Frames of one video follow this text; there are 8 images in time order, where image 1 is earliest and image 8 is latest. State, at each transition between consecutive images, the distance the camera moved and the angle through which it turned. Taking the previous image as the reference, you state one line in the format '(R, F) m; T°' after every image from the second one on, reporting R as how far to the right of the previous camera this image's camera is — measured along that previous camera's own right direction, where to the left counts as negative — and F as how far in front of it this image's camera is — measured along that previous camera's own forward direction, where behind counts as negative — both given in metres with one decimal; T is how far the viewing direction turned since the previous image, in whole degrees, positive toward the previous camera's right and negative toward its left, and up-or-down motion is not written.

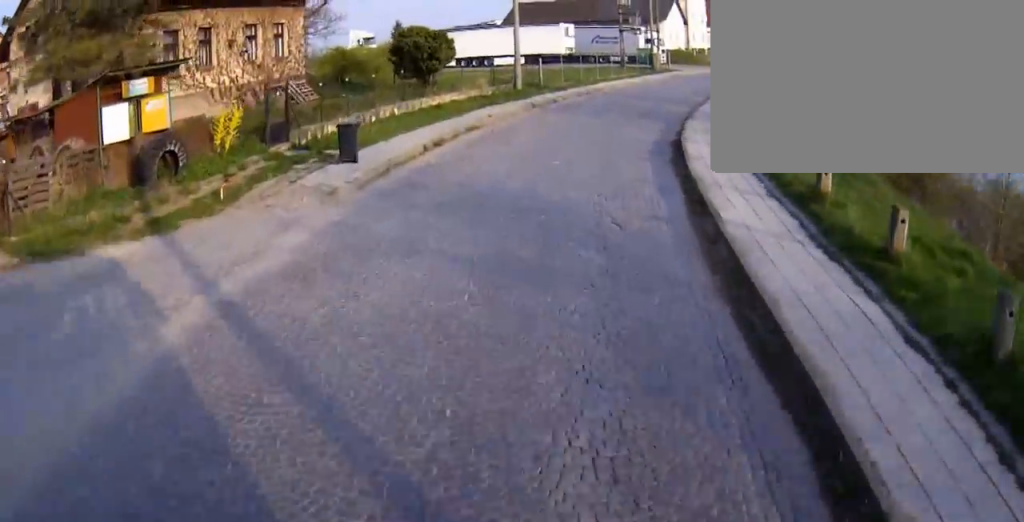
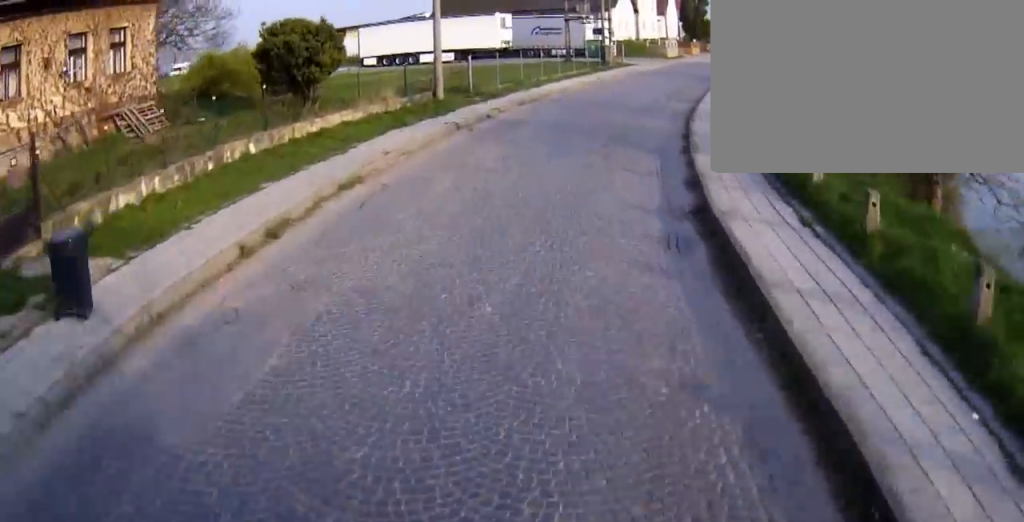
(+0.1, +8.6) m; +3°
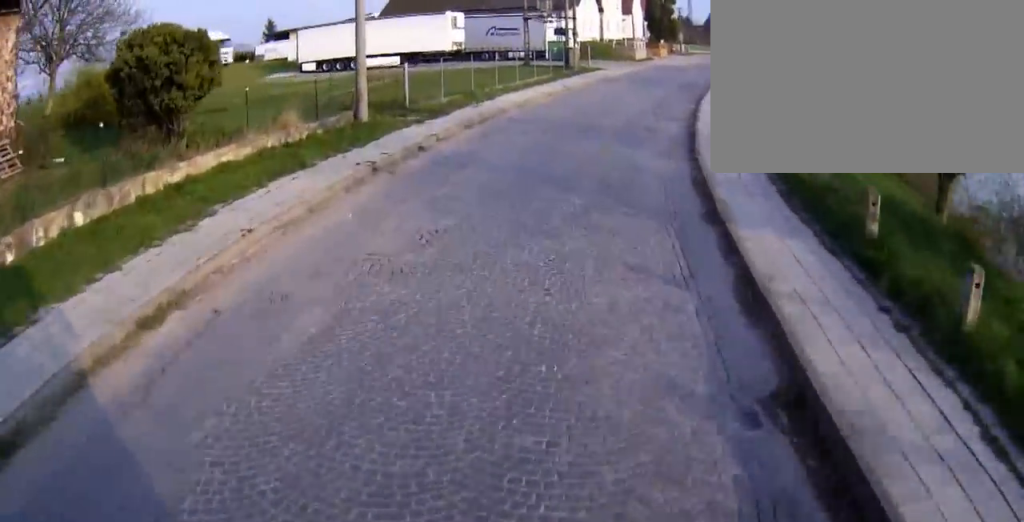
(+0.1, +6.2) m; +4°
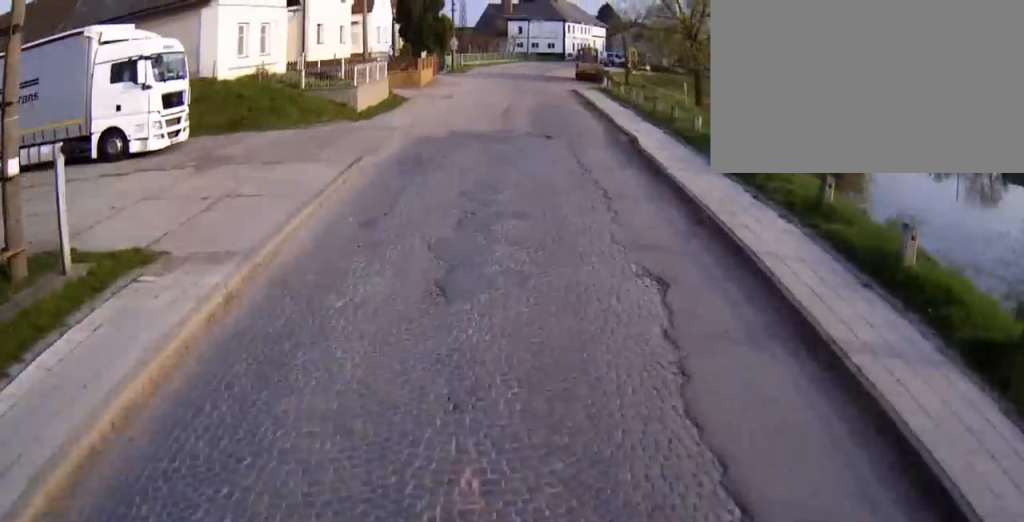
(+7.0, +40.3) m; +15°
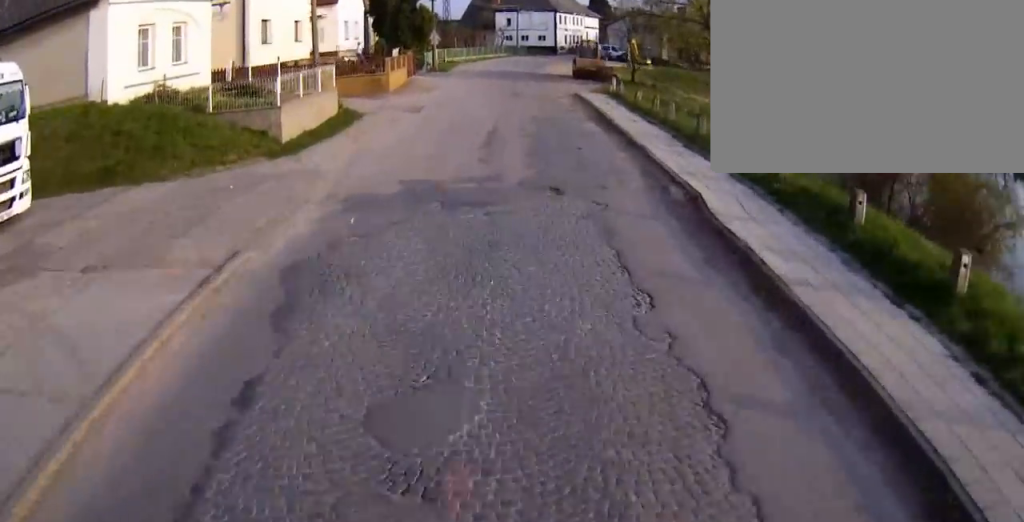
(0.0, +7.8) m; +2°
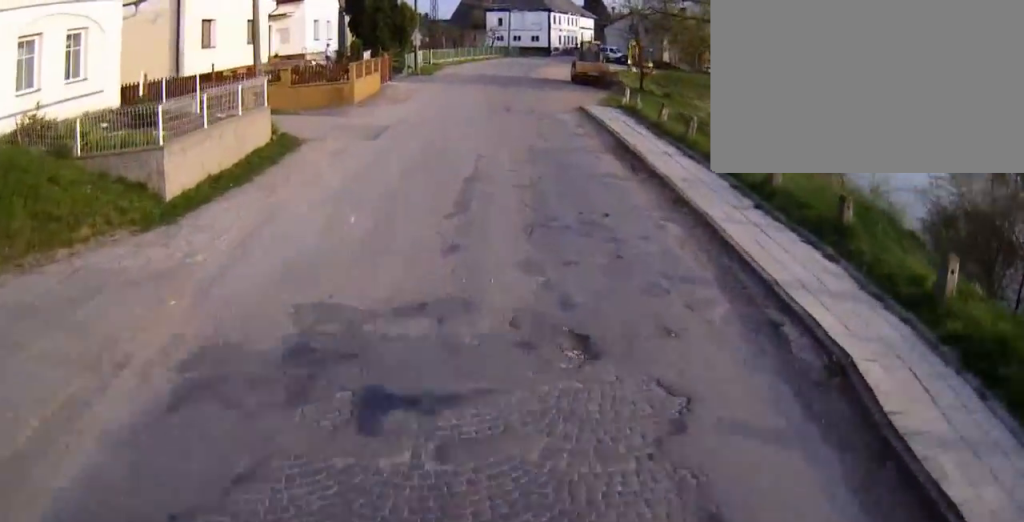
(+0.3, +6.4) m; 0°
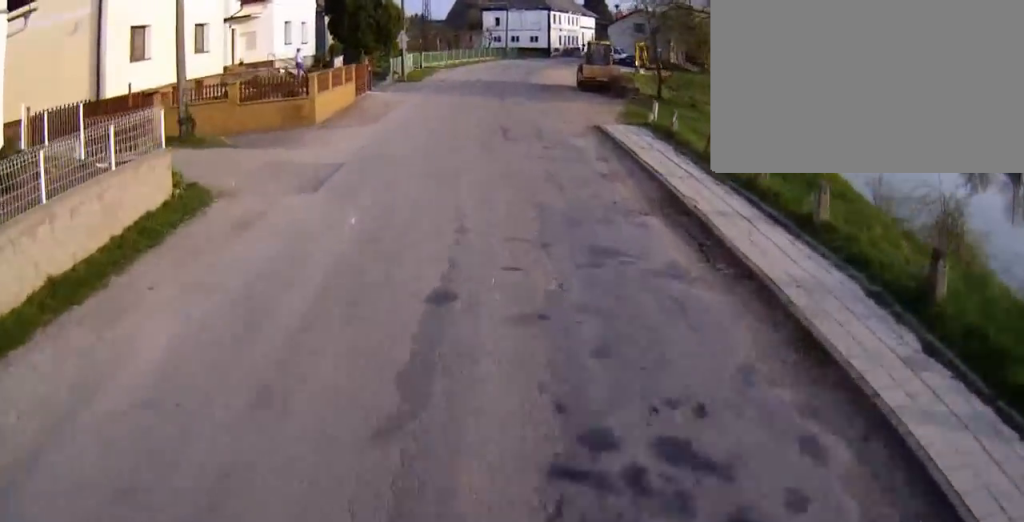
(+0.2, +5.9) m; 0°
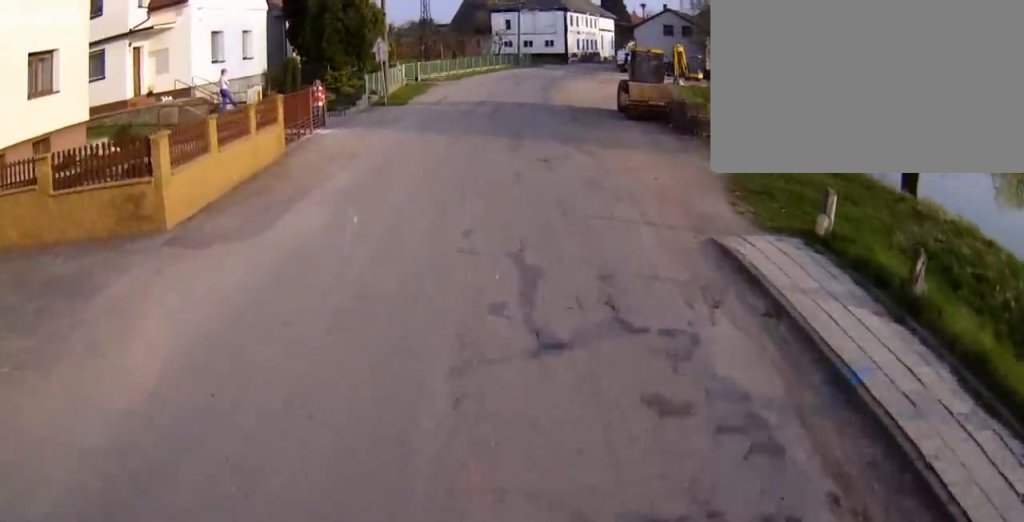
(-0.3, +12.2) m; +3°
